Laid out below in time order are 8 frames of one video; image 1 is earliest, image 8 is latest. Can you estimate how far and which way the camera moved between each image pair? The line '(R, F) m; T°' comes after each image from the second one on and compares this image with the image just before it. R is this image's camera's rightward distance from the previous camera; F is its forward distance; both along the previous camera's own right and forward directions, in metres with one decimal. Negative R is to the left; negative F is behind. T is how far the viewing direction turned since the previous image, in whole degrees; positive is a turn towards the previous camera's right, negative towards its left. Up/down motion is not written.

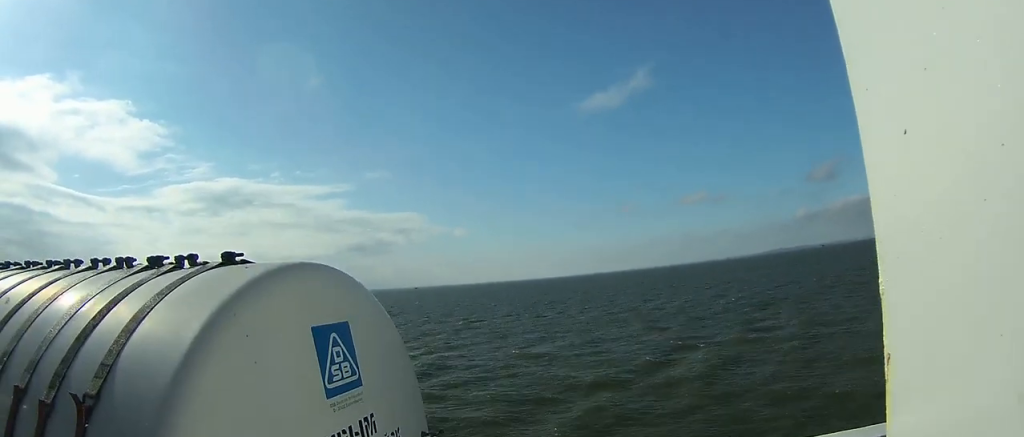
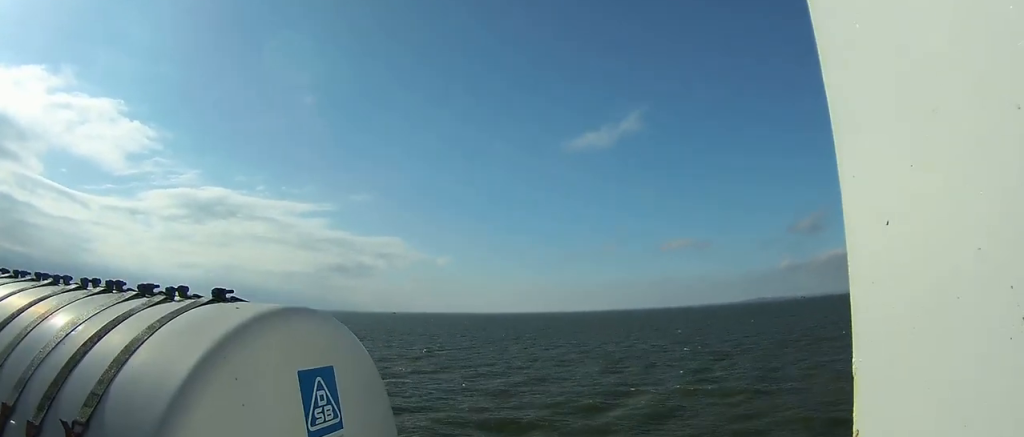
(+0.1, +2.0) m; +1°
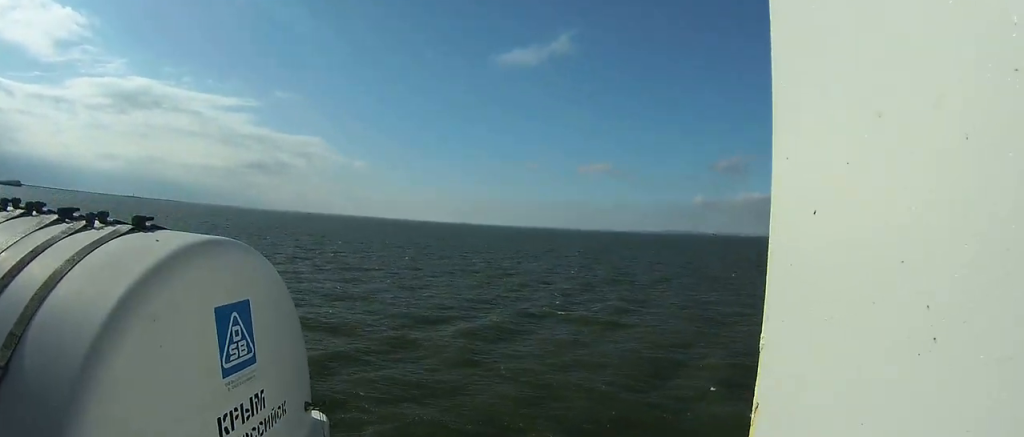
(0.0, +3.1) m; 0°
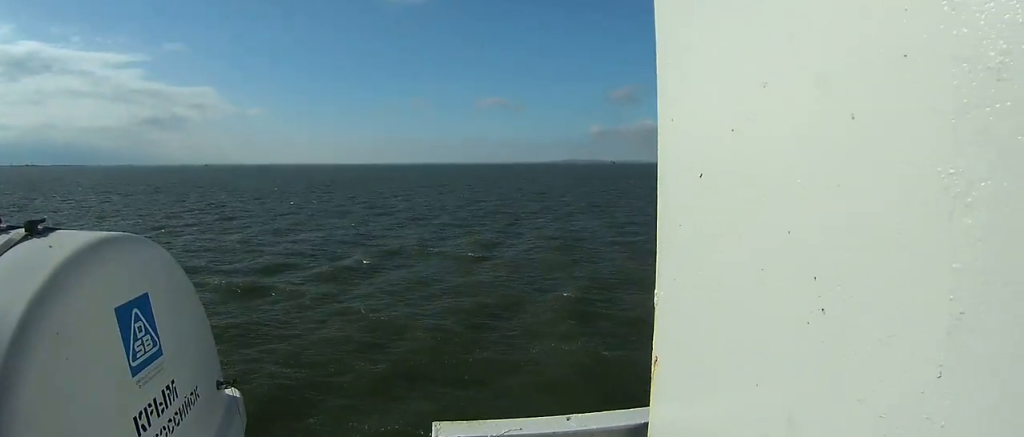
(0.0, +2.6) m; -1°
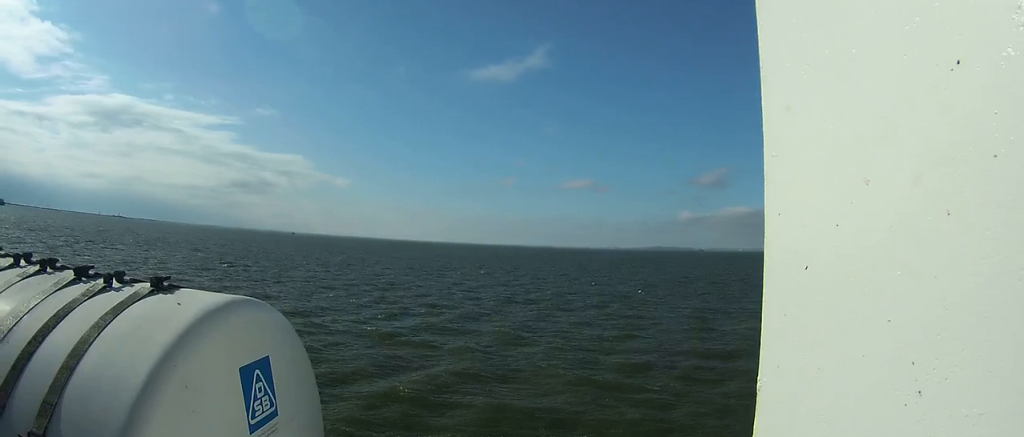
(+0.2, +13.5) m; +3°
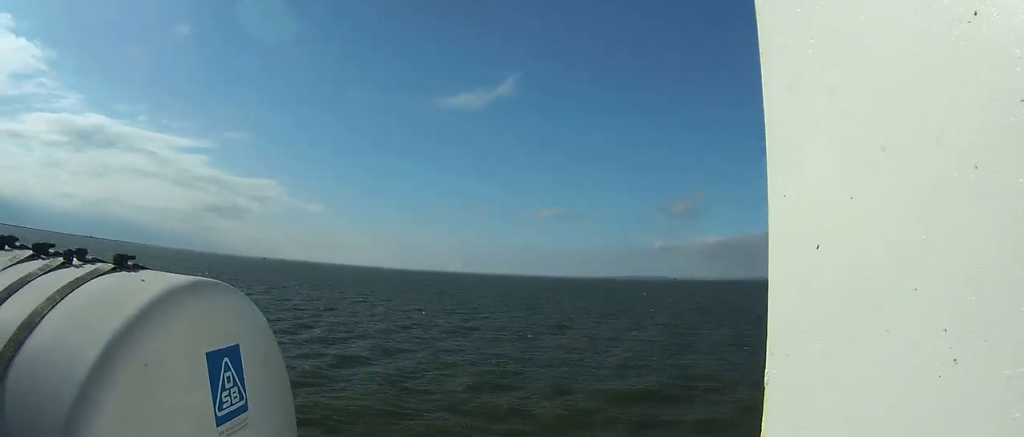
(+0.1, +6.7) m; +1°
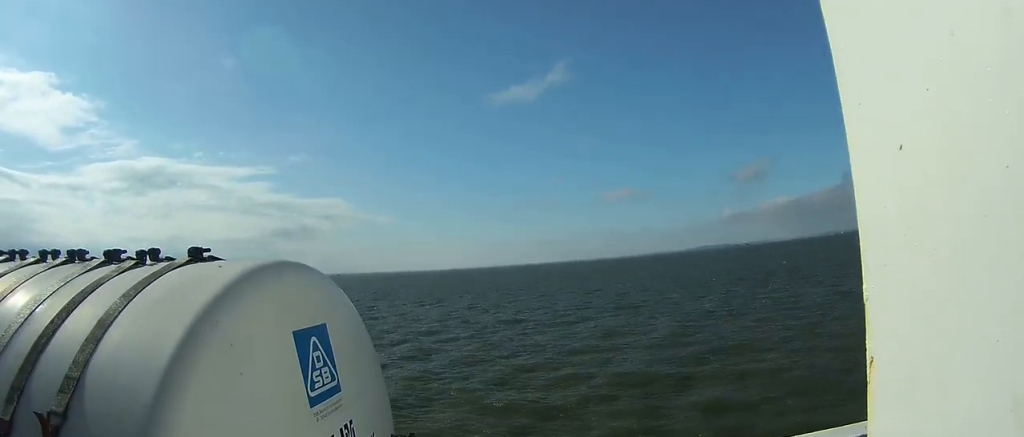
(0.0, +2.9) m; 0°
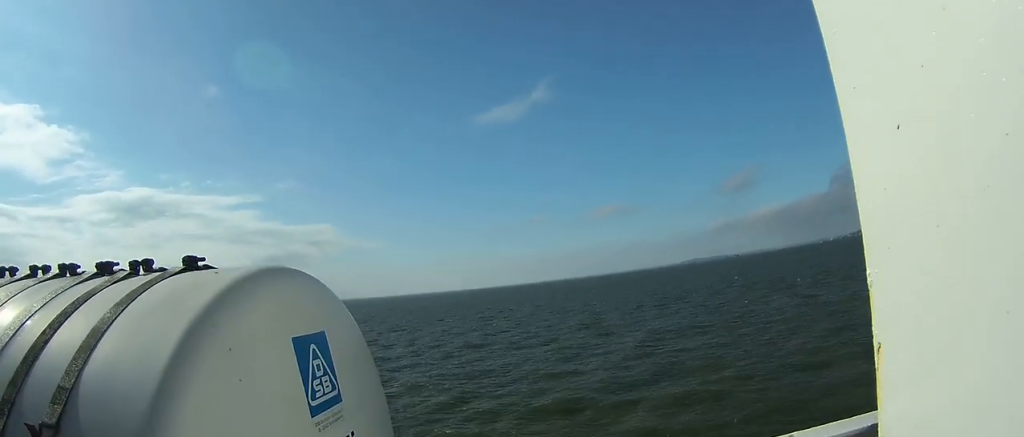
(0.0, +2.2) m; 0°
